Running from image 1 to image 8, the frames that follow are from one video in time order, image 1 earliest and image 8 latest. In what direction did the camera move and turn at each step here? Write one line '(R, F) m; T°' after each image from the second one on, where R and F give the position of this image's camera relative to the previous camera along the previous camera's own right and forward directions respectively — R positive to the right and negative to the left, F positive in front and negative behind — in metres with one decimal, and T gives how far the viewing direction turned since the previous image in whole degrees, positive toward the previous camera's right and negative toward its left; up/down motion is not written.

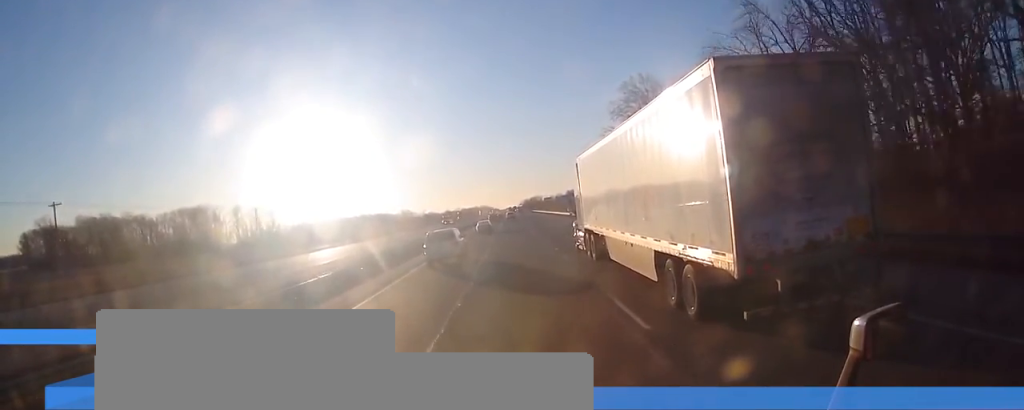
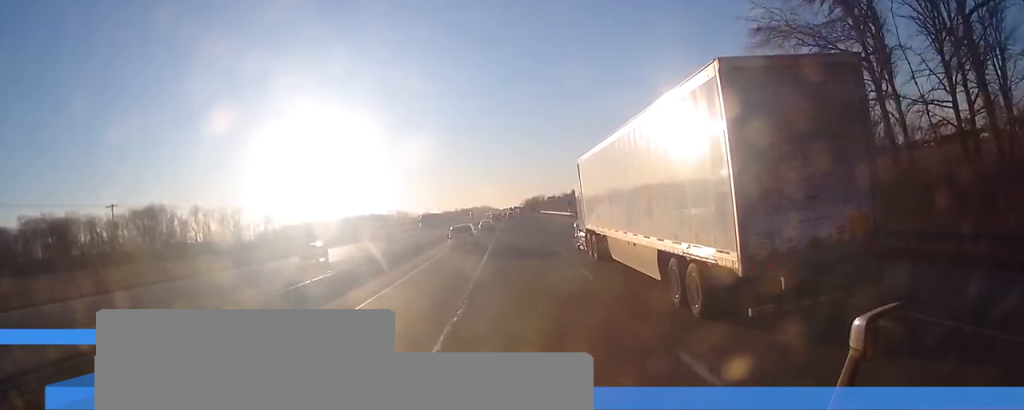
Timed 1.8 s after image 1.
(0.0, +52.3) m; 0°
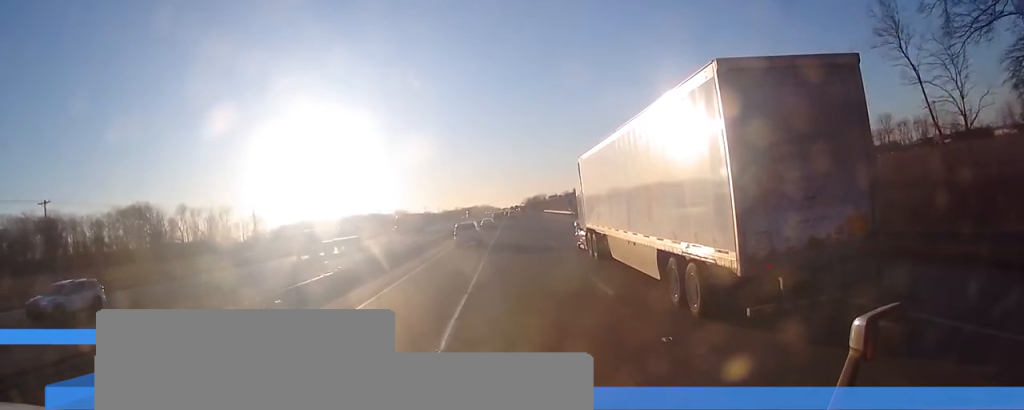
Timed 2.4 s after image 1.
(-0.1, +15.4) m; 0°
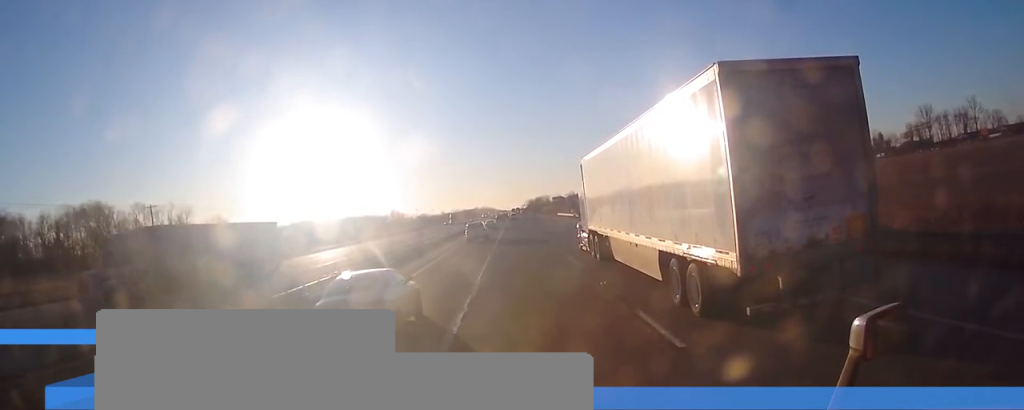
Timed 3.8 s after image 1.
(+0.3, +42.0) m; +1°
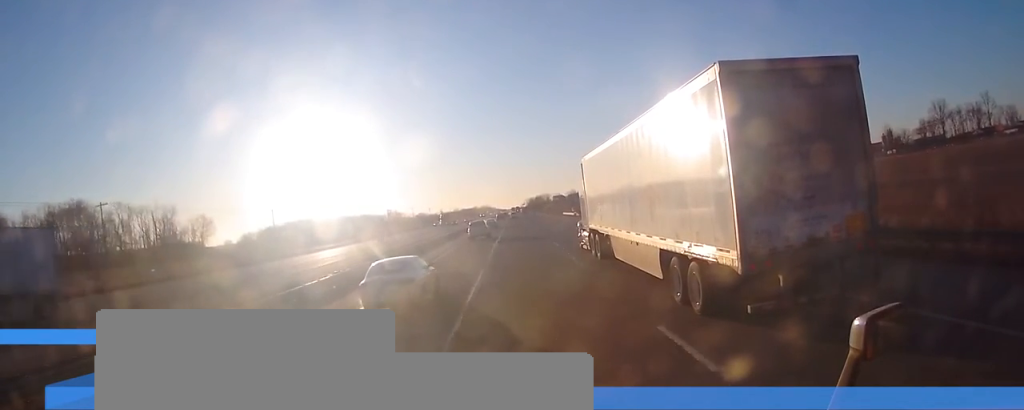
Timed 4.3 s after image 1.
(+0.1, +13.0) m; 0°
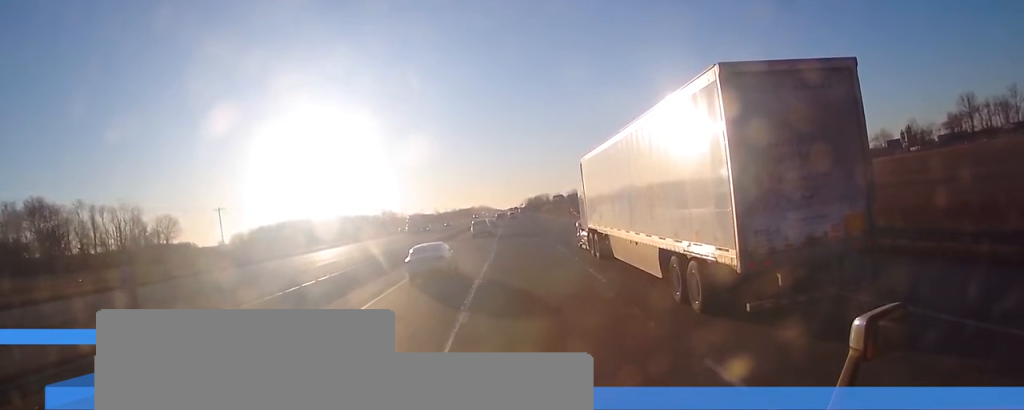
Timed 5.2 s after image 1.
(0.0, +27.0) m; 0°
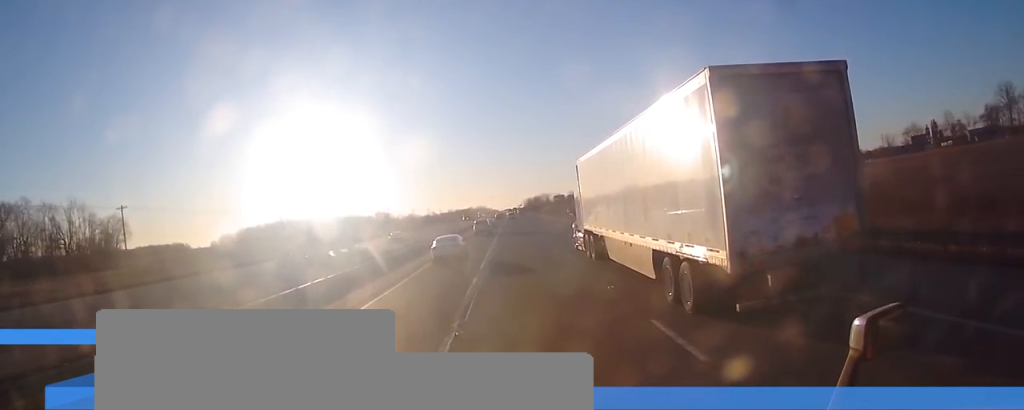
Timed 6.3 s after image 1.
(-0.3, +33.3) m; 0°
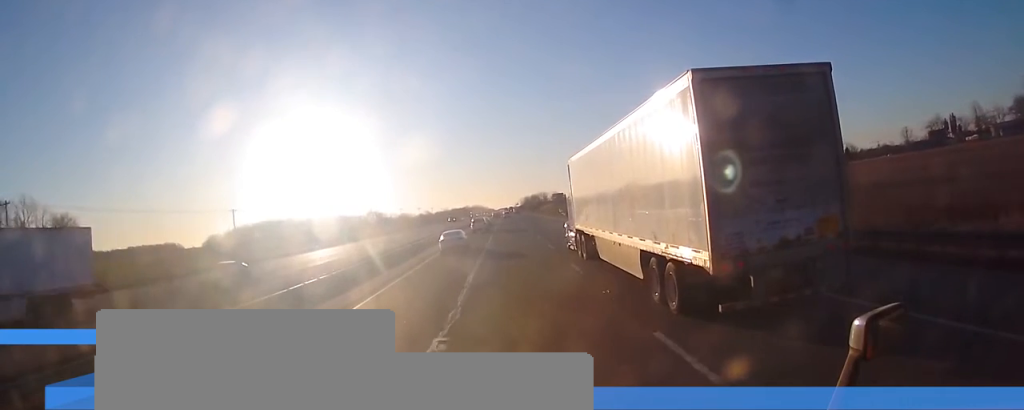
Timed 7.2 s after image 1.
(+0.2, +25.1) m; 0°
